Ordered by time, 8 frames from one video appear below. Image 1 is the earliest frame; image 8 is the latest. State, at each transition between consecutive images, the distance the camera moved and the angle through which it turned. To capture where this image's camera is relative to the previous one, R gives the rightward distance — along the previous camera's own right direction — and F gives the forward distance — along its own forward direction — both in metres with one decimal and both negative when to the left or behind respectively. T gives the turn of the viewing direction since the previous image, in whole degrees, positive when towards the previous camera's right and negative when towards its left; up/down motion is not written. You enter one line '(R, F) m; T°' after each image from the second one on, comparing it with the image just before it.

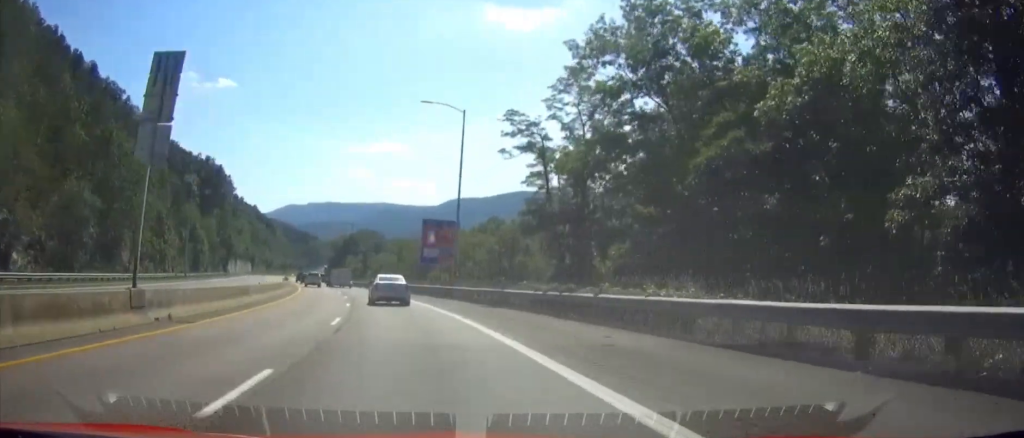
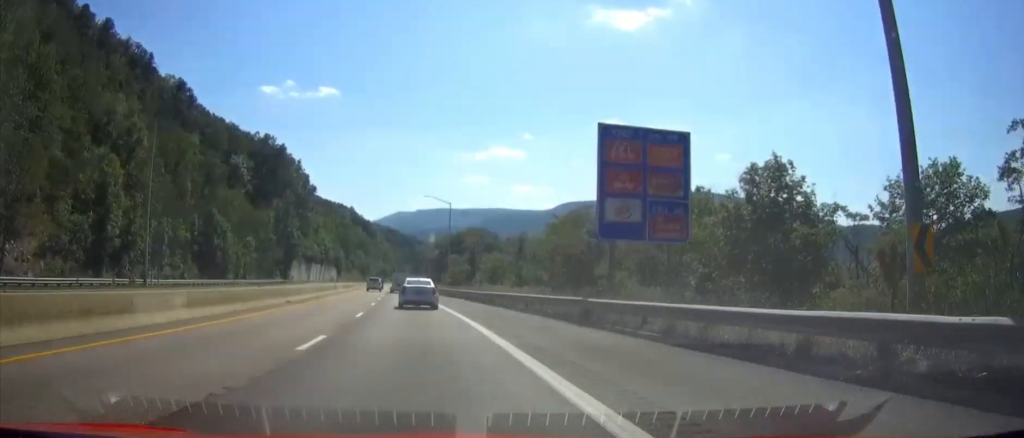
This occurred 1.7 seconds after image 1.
(-3.5, +43.7) m; -9°
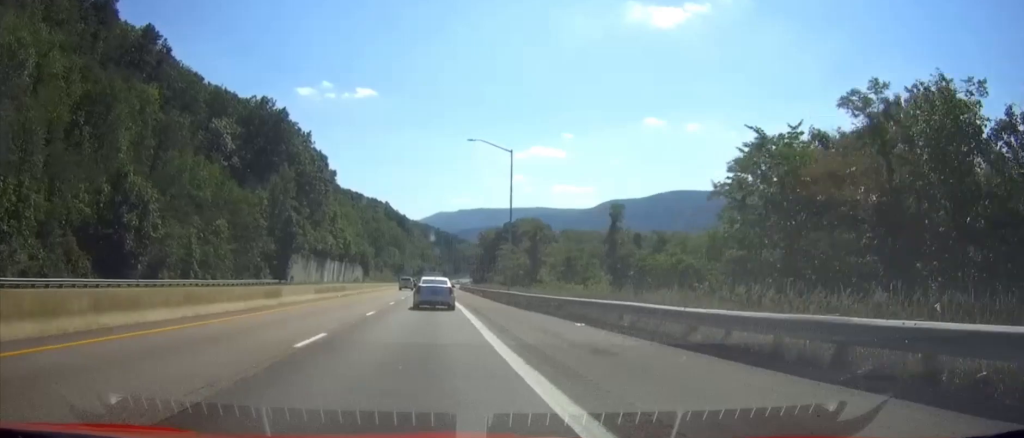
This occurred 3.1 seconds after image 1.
(-1.0, +36.2) m; -2°
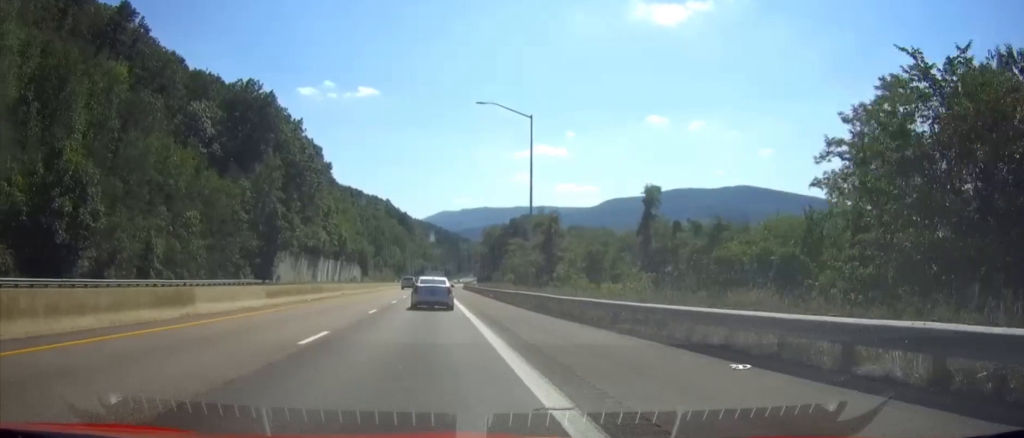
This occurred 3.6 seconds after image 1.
(0.0, +11.3) m; 0°
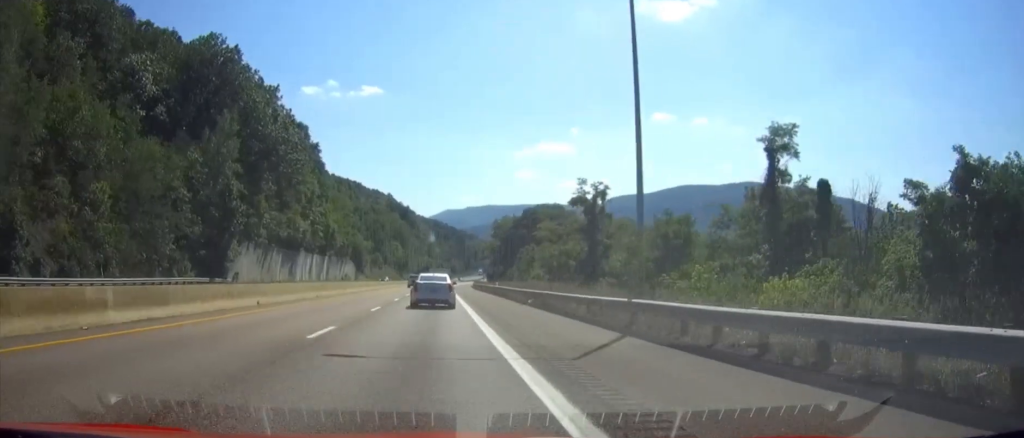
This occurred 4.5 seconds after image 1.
(0.0, +23.6) m; 0°
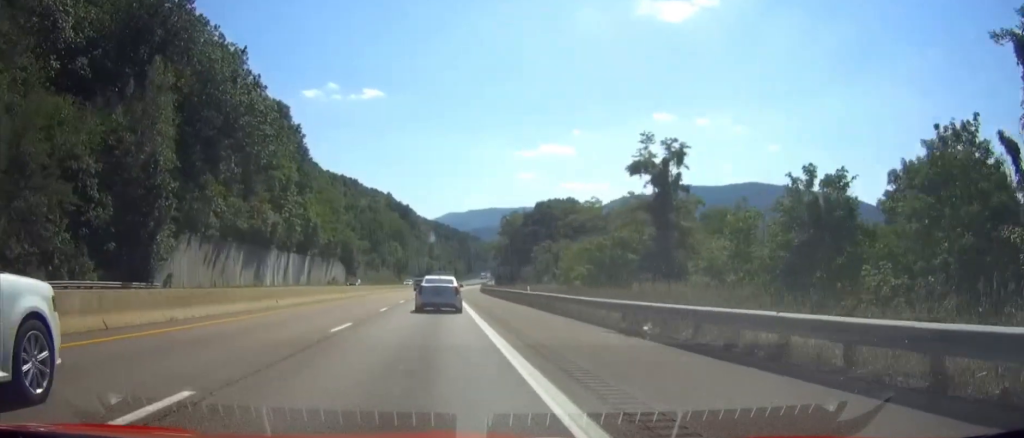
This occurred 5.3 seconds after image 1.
(0.0, +21.1) m; 0°
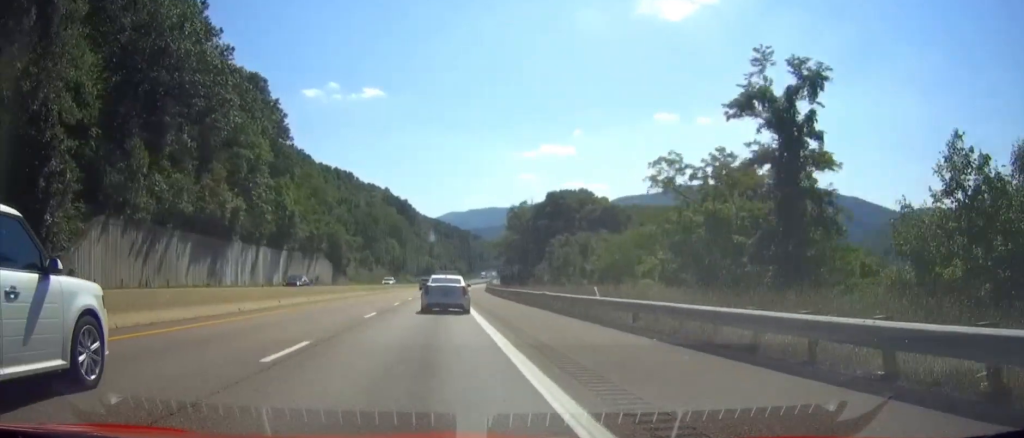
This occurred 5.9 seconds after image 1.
(0.0, +17.7) m; 0°
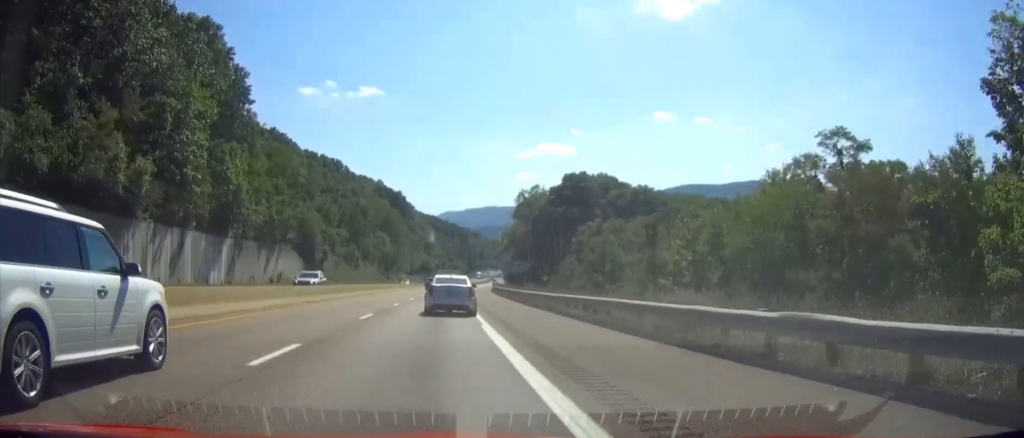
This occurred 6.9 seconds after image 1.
(0.0, +24.8) m; 0°
